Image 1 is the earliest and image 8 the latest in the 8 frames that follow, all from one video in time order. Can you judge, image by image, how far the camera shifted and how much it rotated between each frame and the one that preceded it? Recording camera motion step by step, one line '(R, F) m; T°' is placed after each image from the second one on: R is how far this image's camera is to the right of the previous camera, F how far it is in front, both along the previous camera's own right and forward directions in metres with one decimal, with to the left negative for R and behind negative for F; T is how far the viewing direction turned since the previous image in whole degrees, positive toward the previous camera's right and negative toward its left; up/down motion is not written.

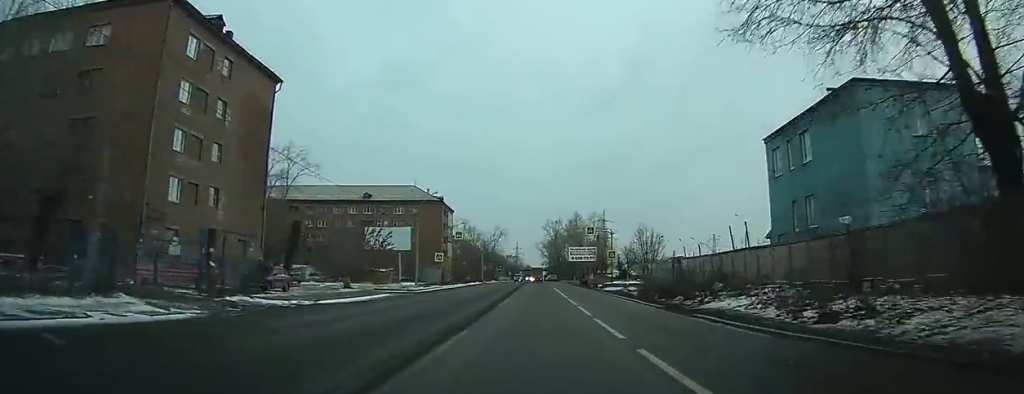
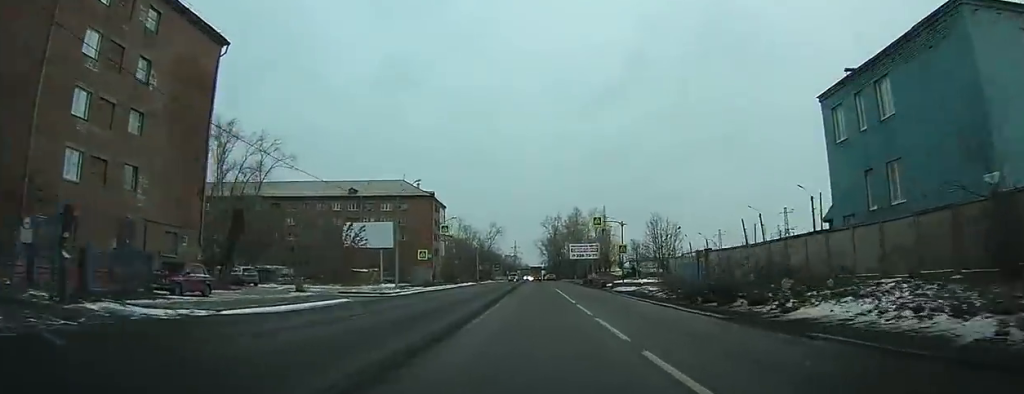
(0.0, +8.5) m; 0°
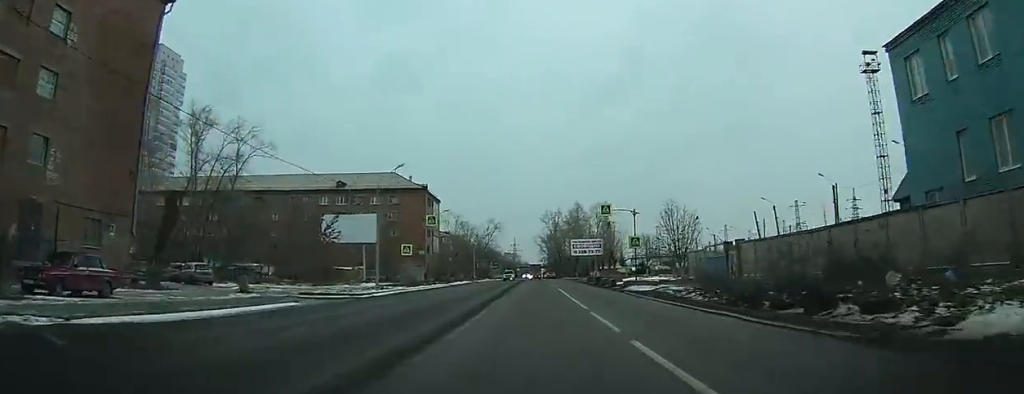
(+0.1, +6.8) m; 0°
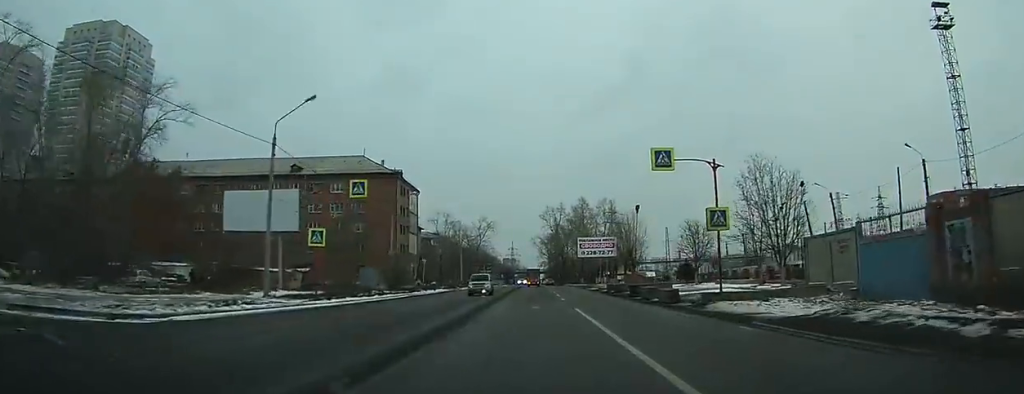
(-0.1, +20.5) m; +1°
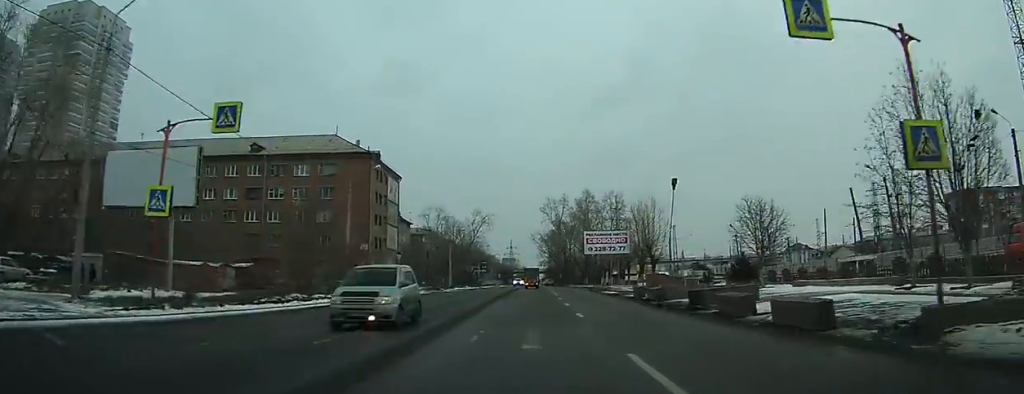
(+0.3, +13.4) m; 0°
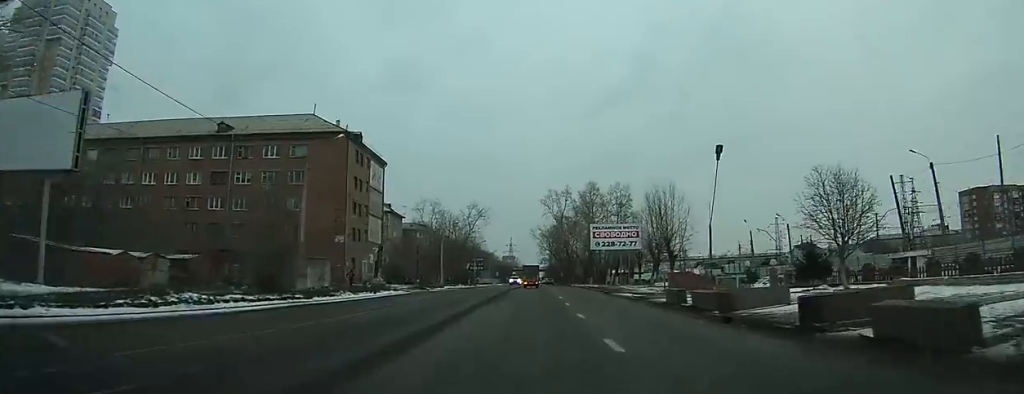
(0.0, +8.9) m; 0°
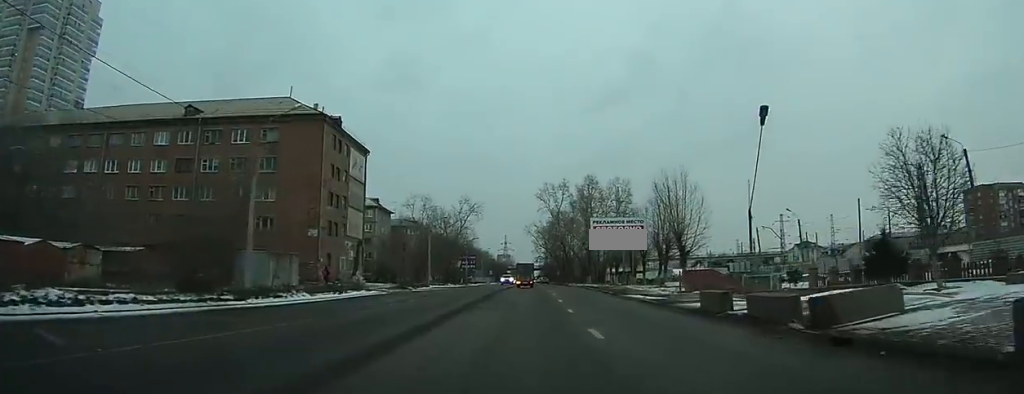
(-0.1, +6.2) m; 0°
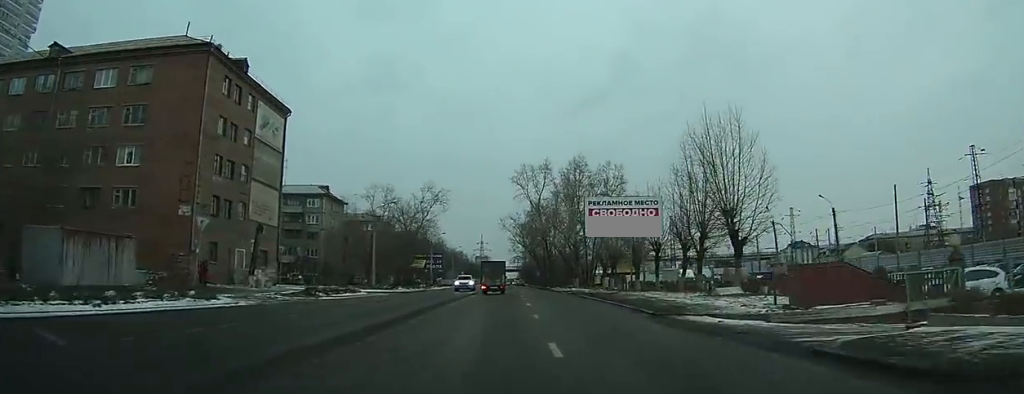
(0.0, +18.3) m; 0°
